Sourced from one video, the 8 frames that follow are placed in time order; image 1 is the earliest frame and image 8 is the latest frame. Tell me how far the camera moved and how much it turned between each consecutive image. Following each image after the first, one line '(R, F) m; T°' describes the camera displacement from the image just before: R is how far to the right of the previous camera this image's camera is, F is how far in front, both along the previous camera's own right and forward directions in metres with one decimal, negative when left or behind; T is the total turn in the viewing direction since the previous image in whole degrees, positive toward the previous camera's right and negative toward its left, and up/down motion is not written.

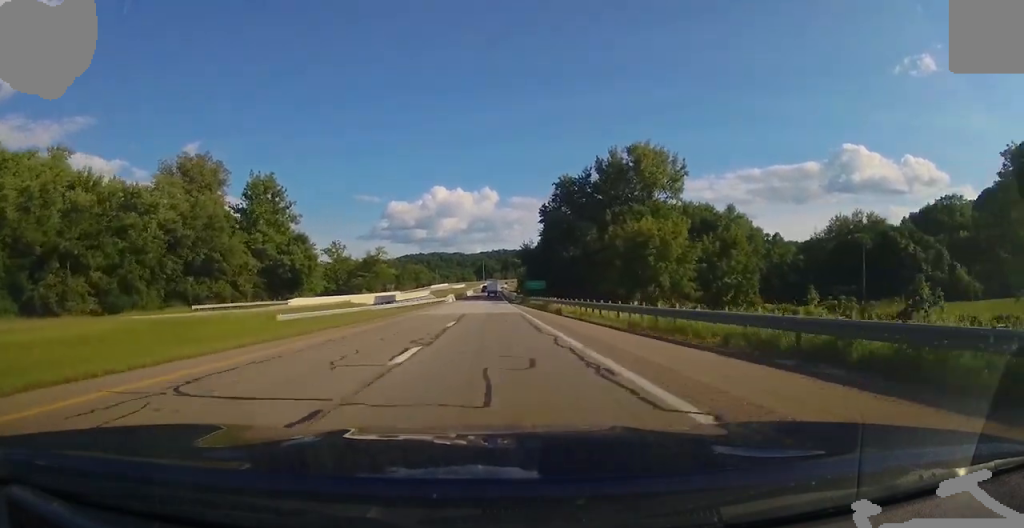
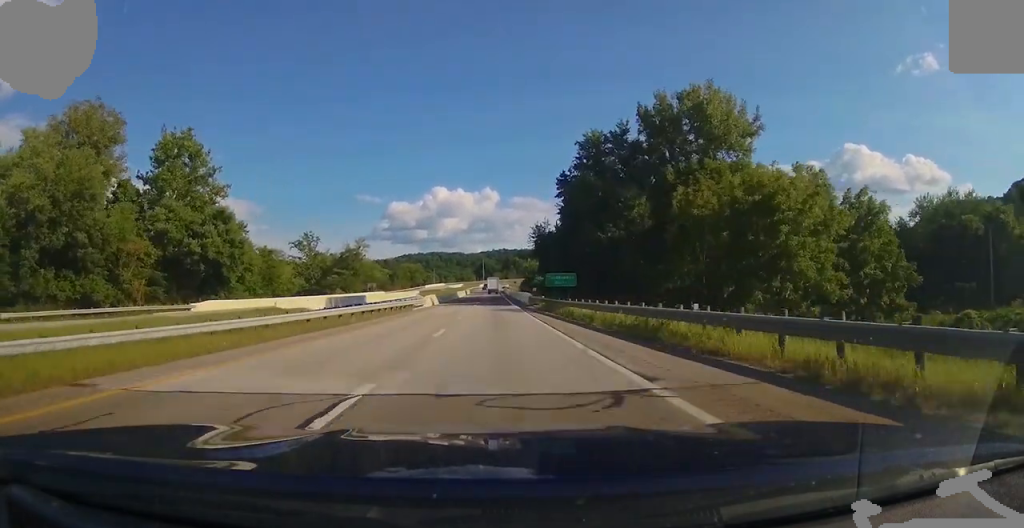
(-0.3, +31.3) m; -1°
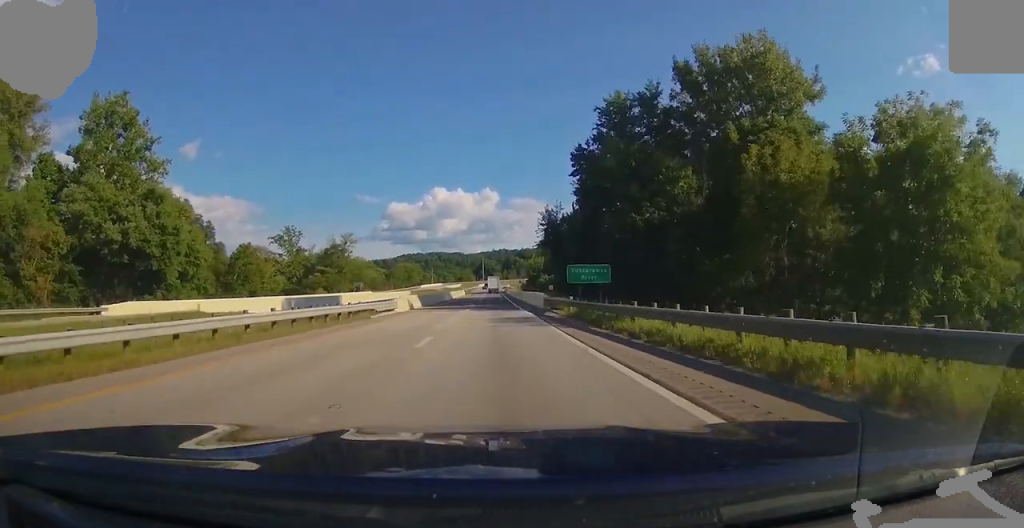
(0.0, +16.2) m; 0°
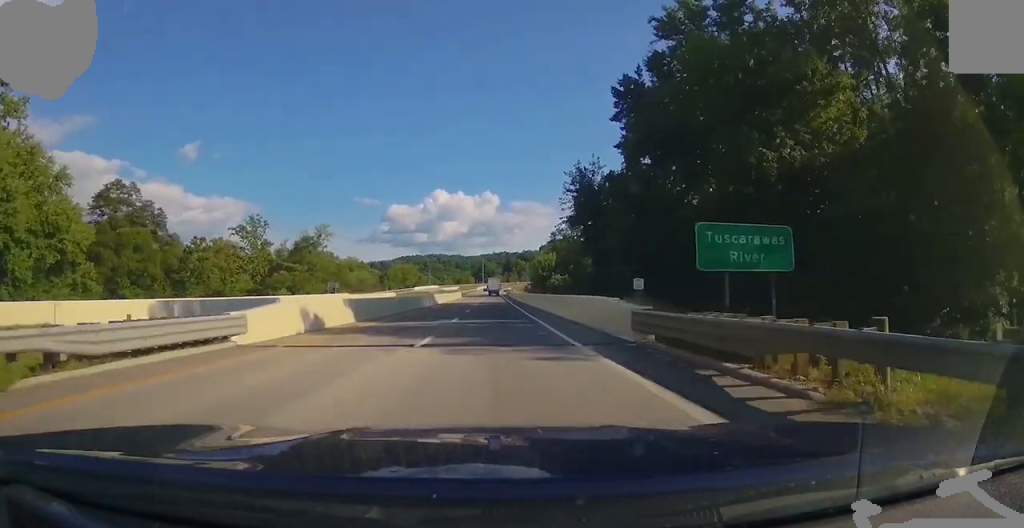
(0.0, +24.8) m; 0°
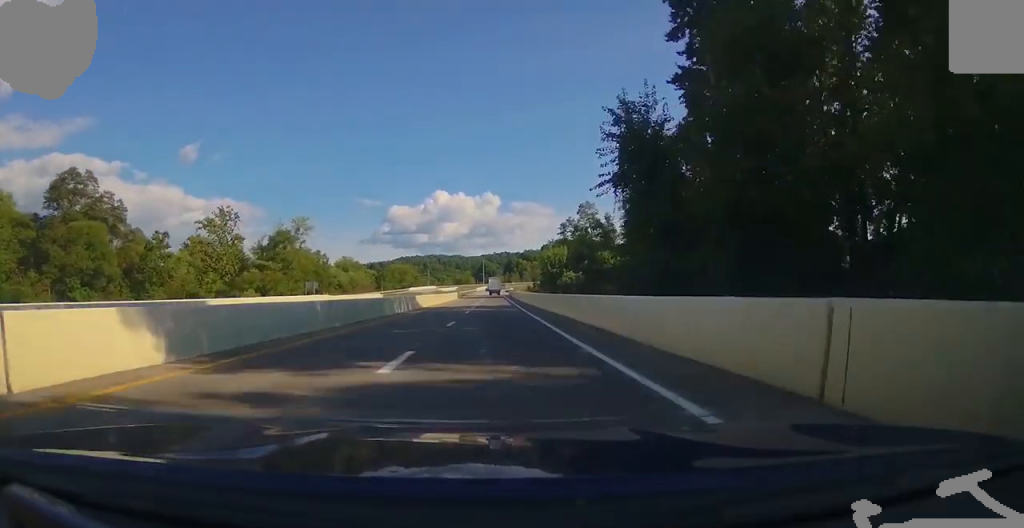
(0.0, +16.1) m; 0°
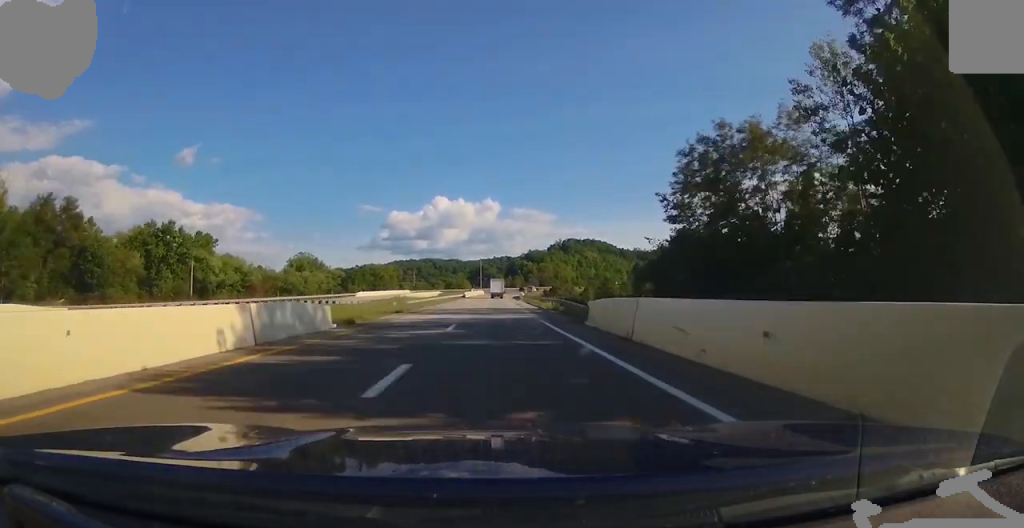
(+0.7, +87.6) m; +1°
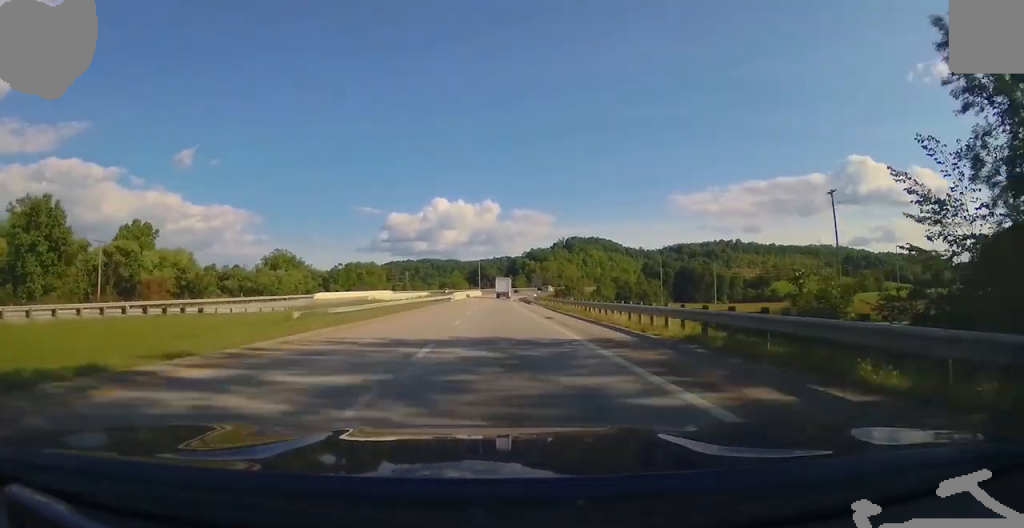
(+0.2, +33.0) m; +1°
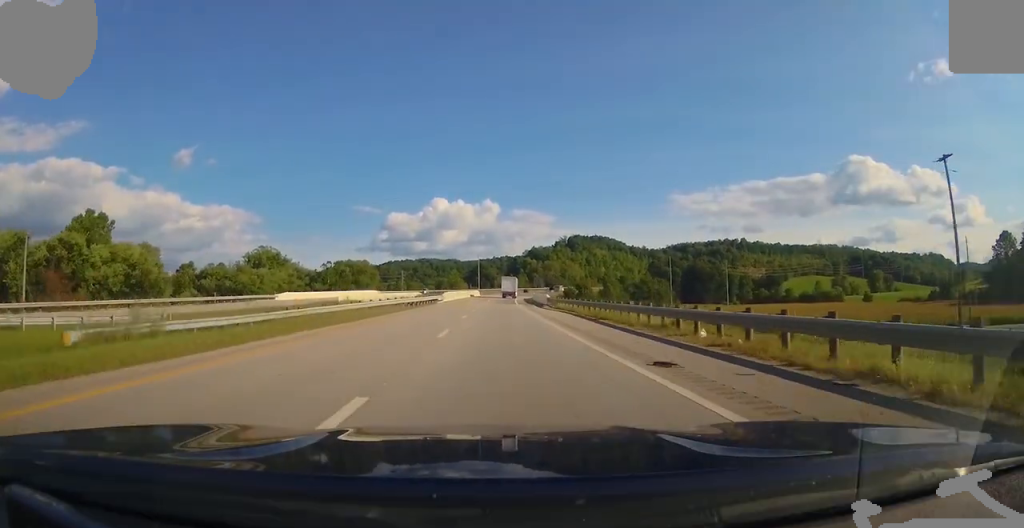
(+0.1, +19.1) m; 0°
